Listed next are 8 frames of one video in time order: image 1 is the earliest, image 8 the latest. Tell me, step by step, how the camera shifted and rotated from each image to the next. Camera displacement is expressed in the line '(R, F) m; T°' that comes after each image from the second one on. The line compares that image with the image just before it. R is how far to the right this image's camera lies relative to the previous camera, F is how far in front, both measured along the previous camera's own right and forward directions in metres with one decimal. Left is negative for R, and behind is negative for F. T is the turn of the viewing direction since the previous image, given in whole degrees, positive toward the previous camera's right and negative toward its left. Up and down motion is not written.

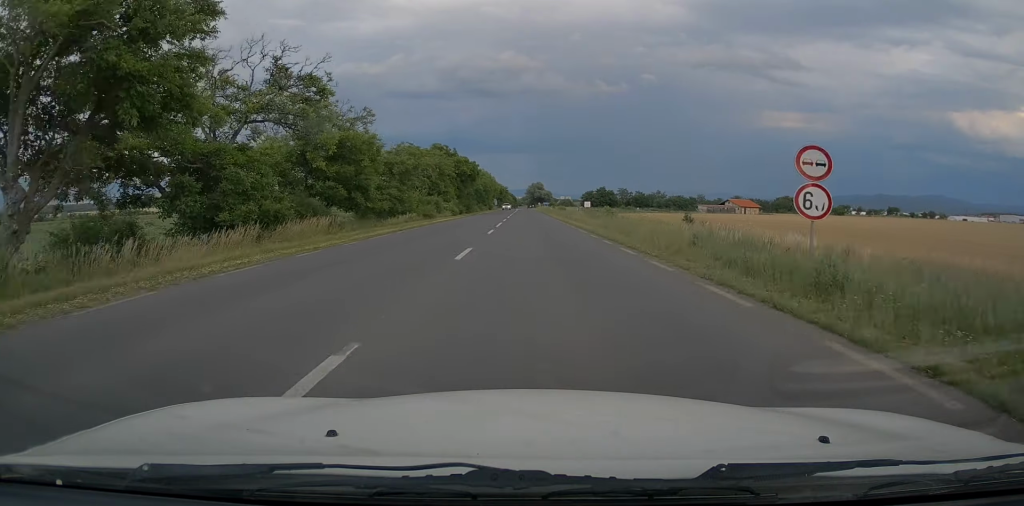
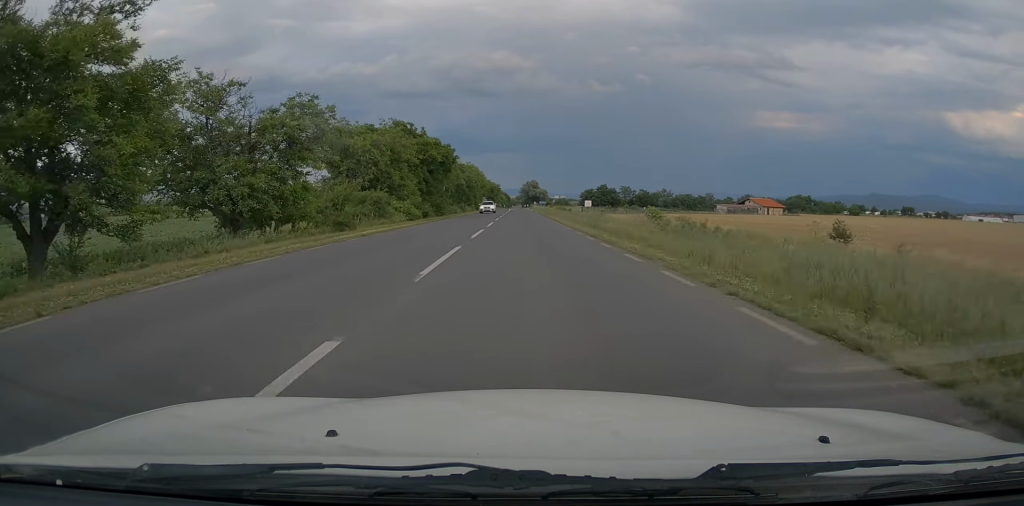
(0.0, +22.0) m; 0°
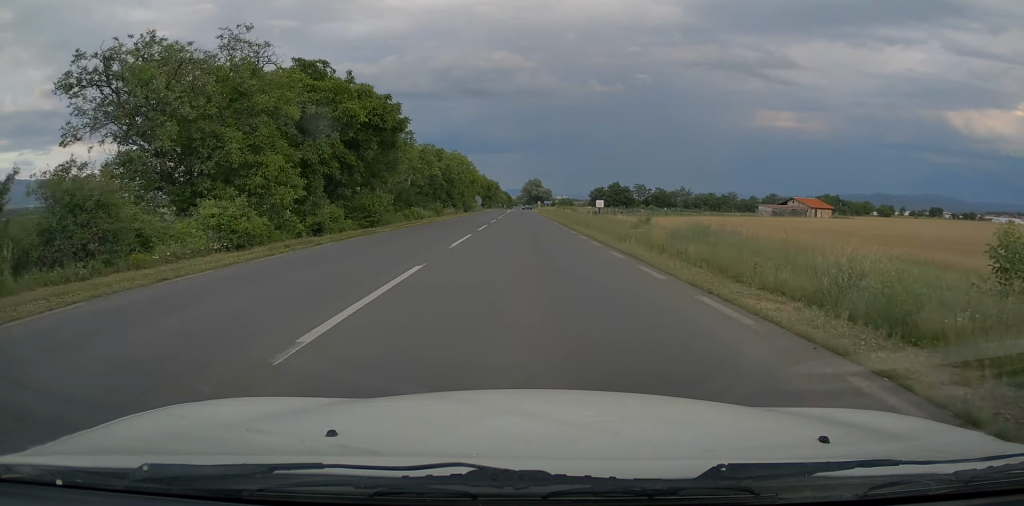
(+0.2, +26.9) m; 0°
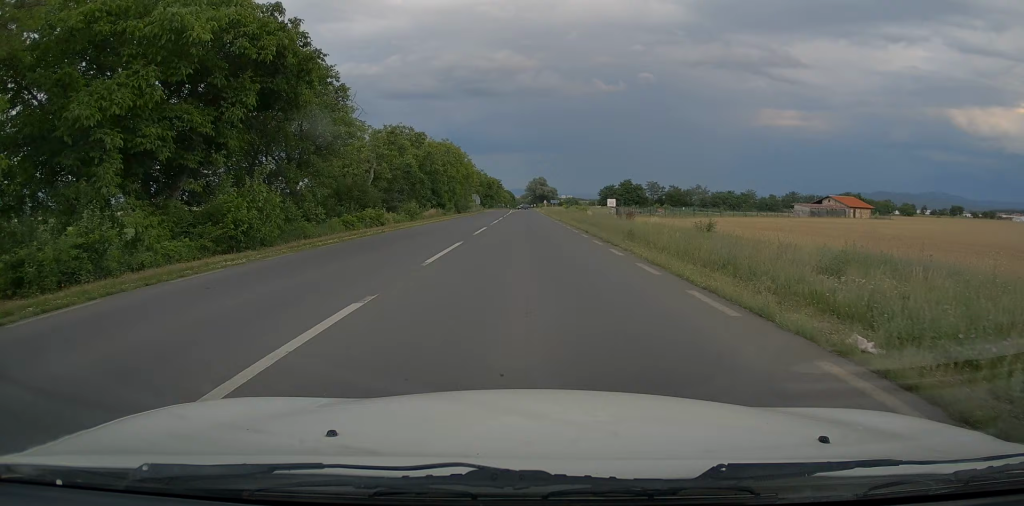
(-0.2, +15.5) m; 0°
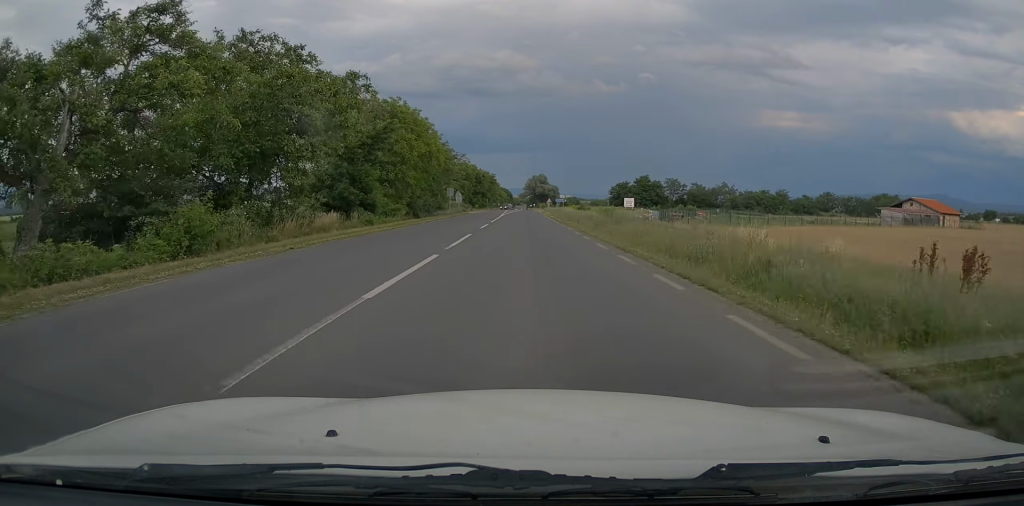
(+0.4, +29.8) m; +1°
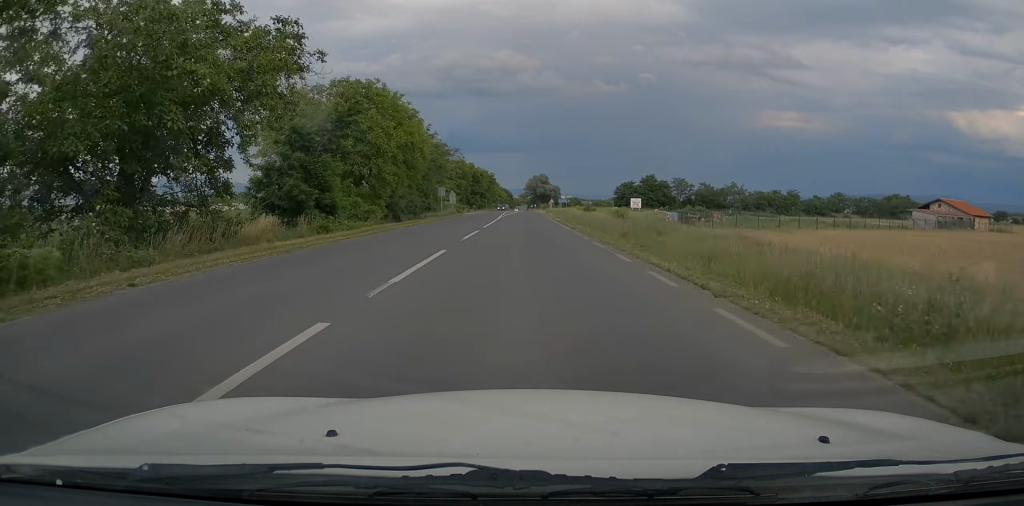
(-0.1, +7.4) m; 0°
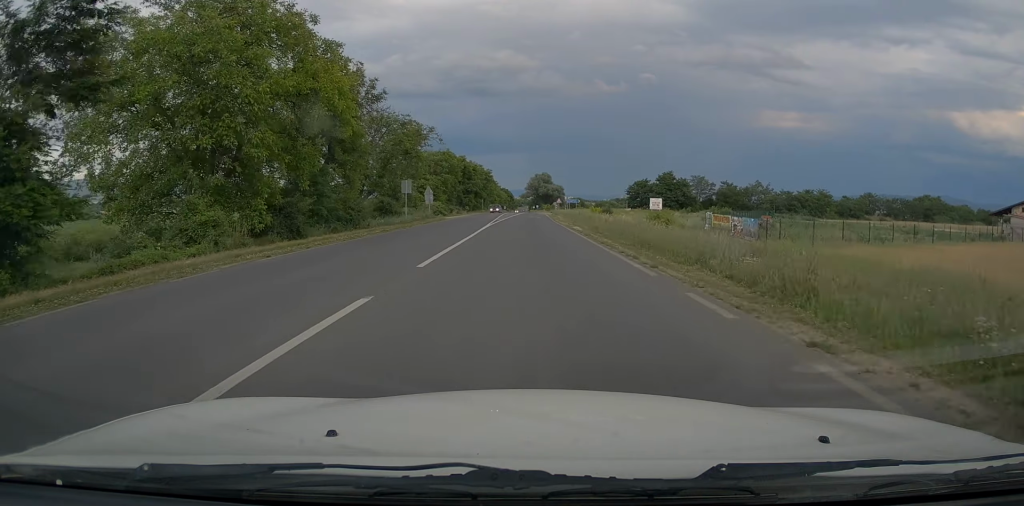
(-0.2, +18.4) m; 0°
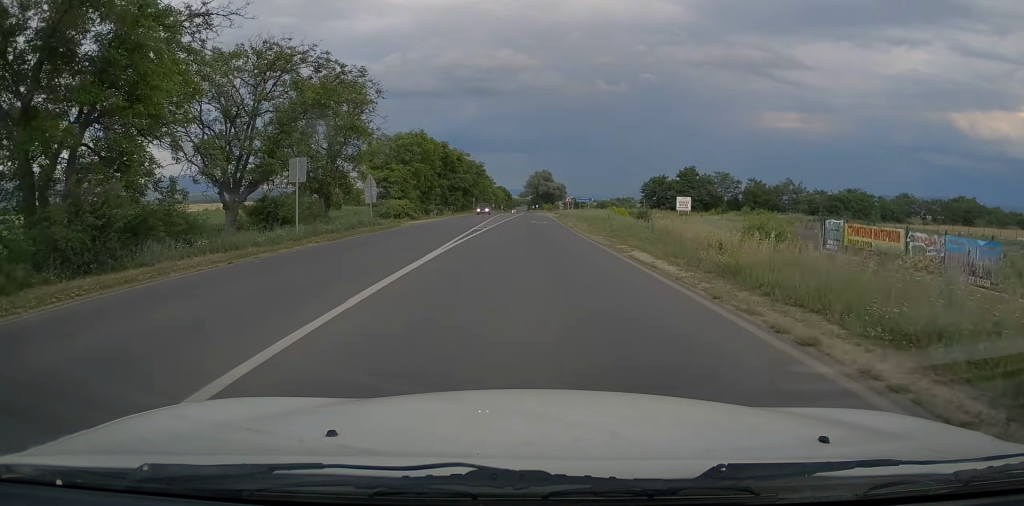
(0.0, +19.9) m; +1°
